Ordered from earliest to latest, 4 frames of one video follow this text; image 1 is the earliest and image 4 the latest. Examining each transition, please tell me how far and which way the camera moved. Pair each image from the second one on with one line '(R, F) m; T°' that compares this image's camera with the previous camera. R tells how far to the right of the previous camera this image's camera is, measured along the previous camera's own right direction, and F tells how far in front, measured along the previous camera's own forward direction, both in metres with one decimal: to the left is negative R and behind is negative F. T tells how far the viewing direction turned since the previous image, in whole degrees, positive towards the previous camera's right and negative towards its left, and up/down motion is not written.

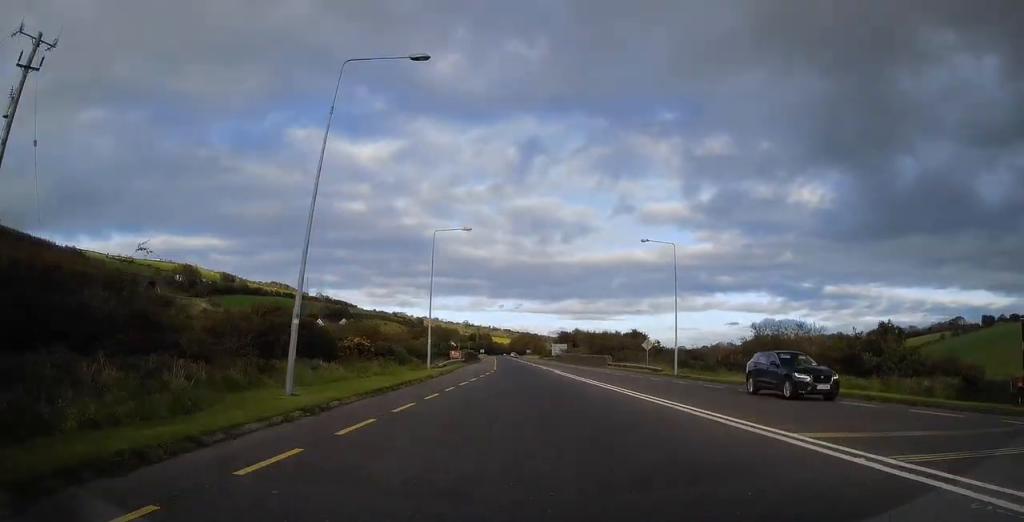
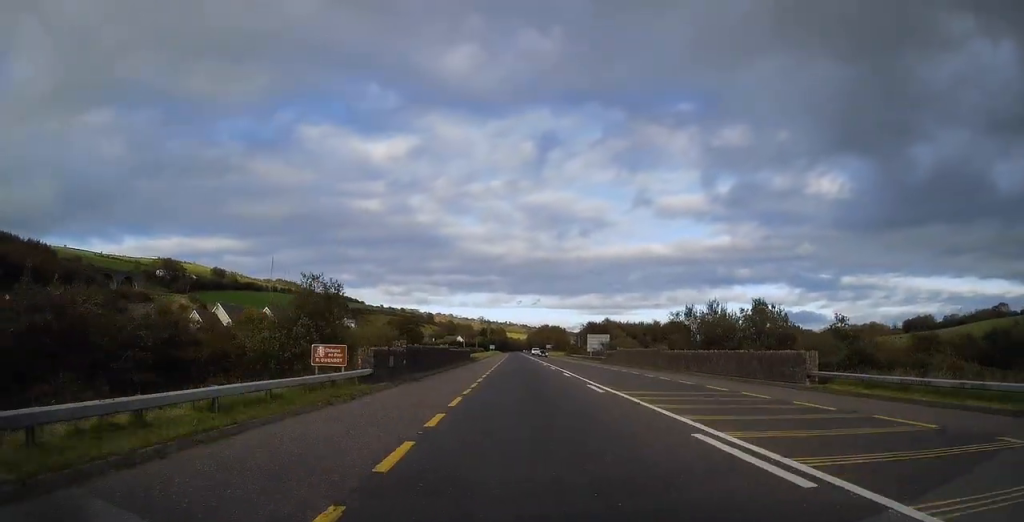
(-3.0, +39.2) m; -6°
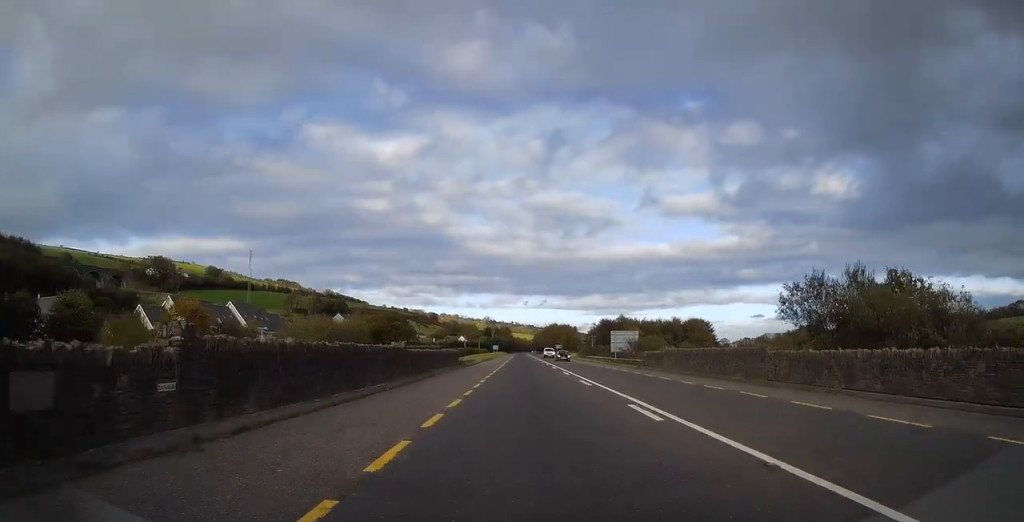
(-0.1, +17.8) m; -1°
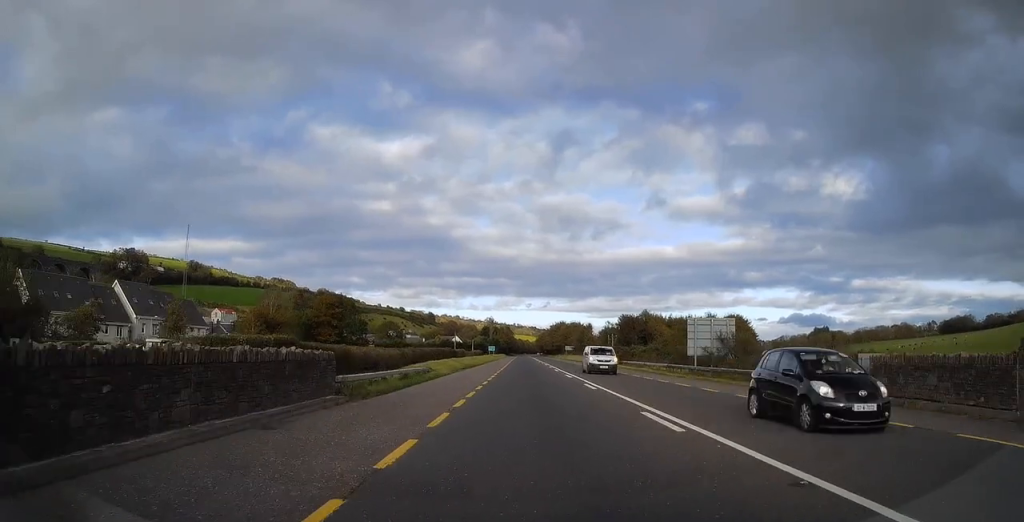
(-0.9, +35.0) m; -2°
